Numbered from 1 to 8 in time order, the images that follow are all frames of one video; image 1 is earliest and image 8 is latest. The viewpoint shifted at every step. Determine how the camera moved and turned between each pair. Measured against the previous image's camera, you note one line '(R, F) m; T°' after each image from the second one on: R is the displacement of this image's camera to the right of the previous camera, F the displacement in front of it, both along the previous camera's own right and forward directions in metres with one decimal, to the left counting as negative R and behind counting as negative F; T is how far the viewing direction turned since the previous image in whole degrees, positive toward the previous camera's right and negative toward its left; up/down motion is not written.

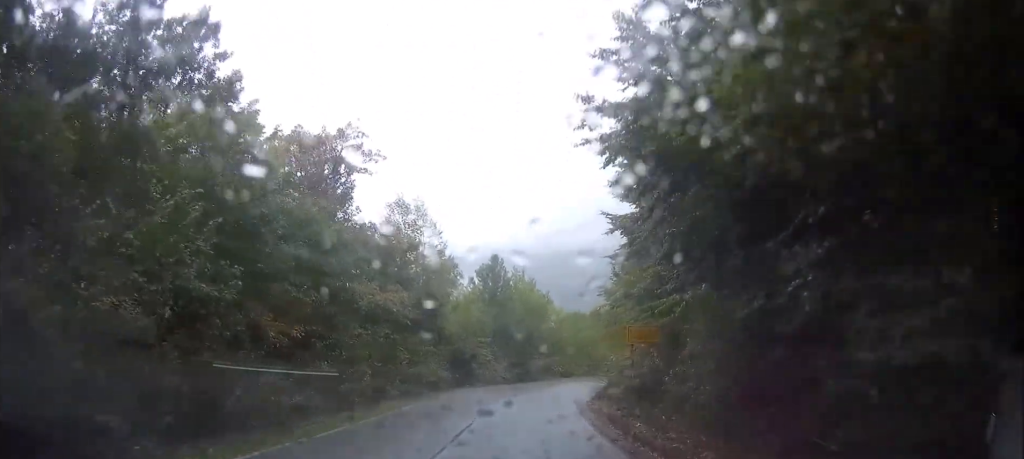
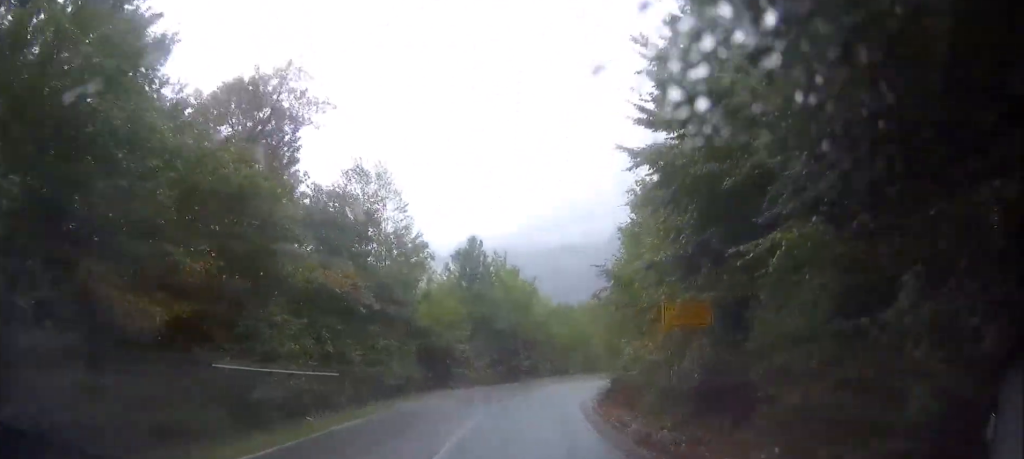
(+0.2, +5.9) m; +3°
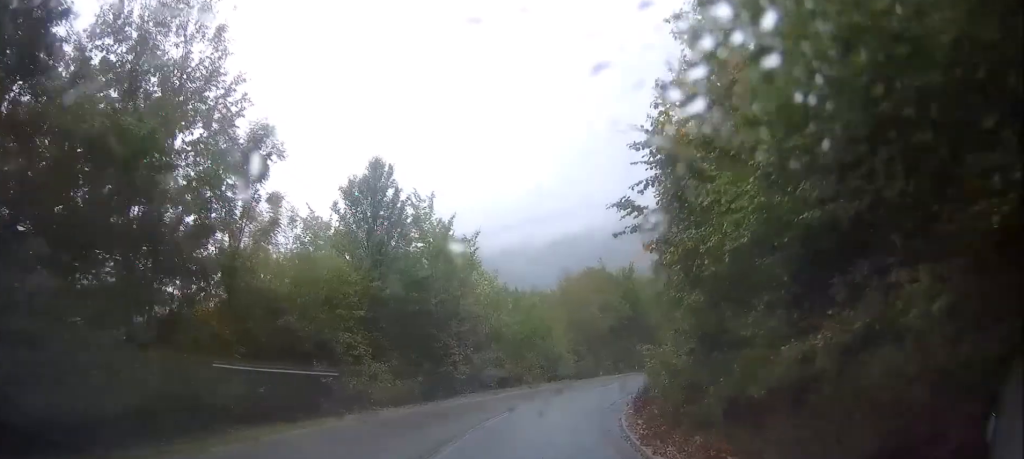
(+1.3, +15.9) m; +9°
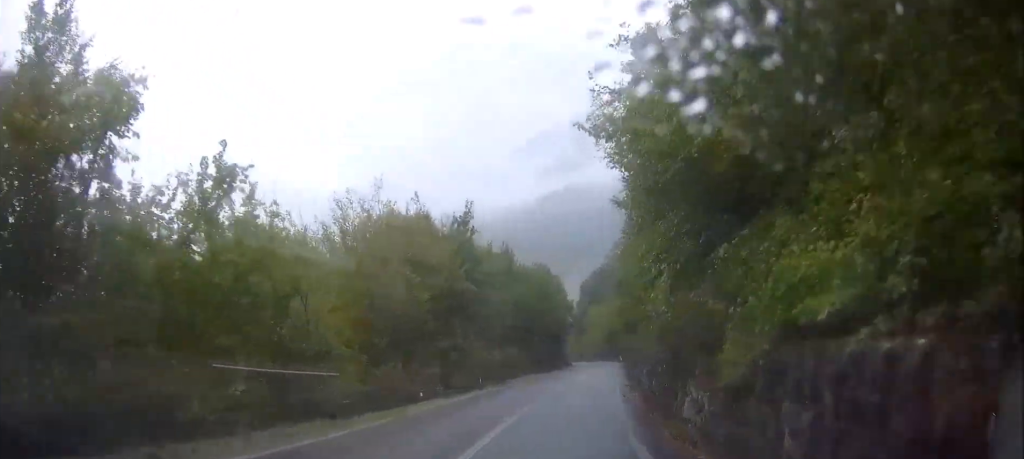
(+2.4, +23.0) m; +14°
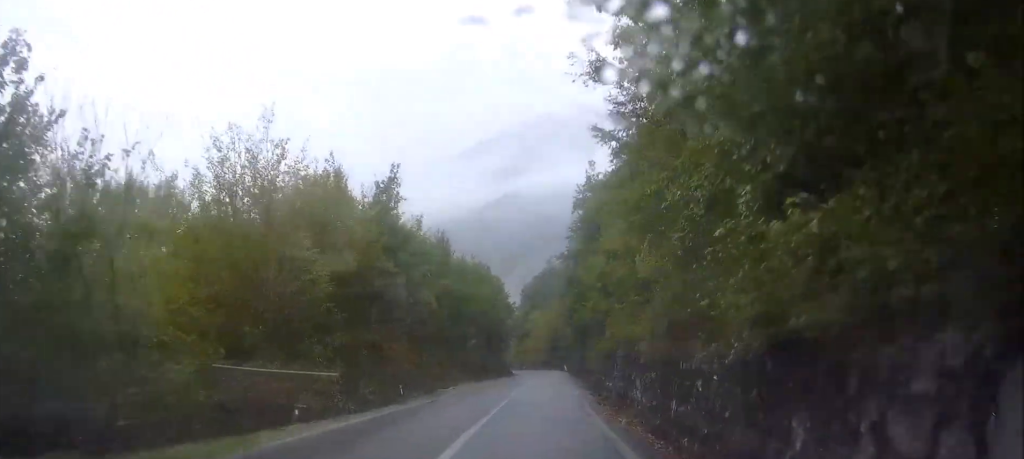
(+0.1, +6.8) m; +5°
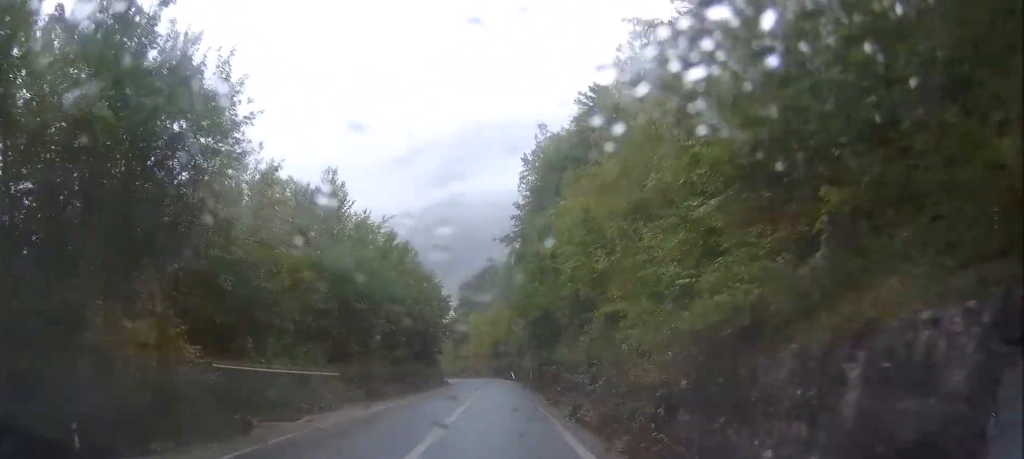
(+1.2, +16.2) m; +4°
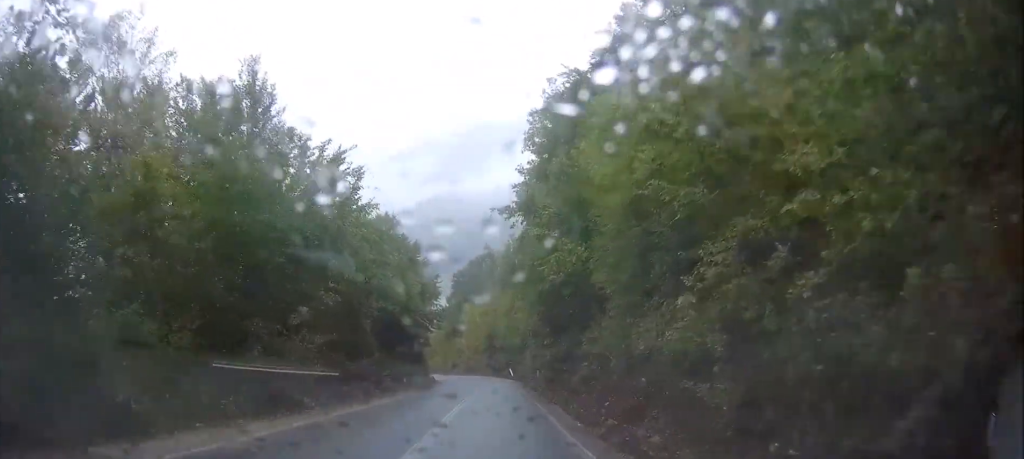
(0.0, +11.7) m; 0°
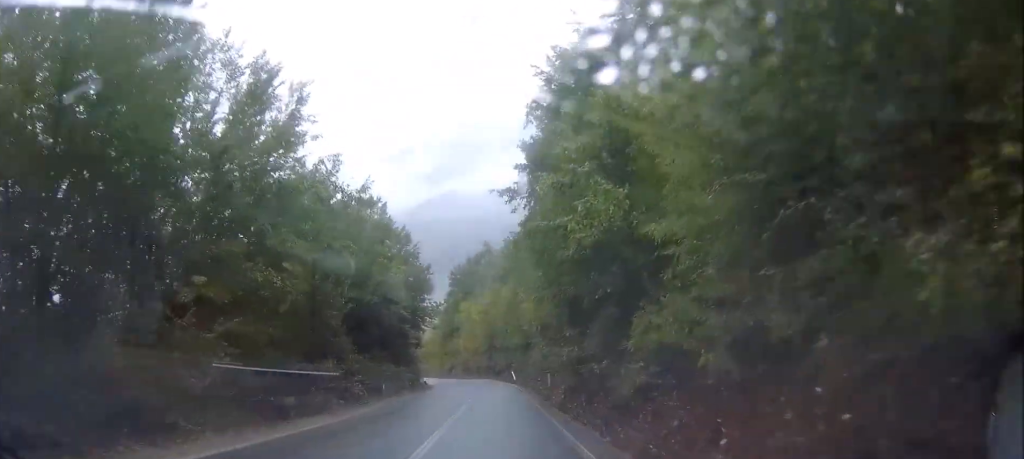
(0.0, +7.1) m; 0°
